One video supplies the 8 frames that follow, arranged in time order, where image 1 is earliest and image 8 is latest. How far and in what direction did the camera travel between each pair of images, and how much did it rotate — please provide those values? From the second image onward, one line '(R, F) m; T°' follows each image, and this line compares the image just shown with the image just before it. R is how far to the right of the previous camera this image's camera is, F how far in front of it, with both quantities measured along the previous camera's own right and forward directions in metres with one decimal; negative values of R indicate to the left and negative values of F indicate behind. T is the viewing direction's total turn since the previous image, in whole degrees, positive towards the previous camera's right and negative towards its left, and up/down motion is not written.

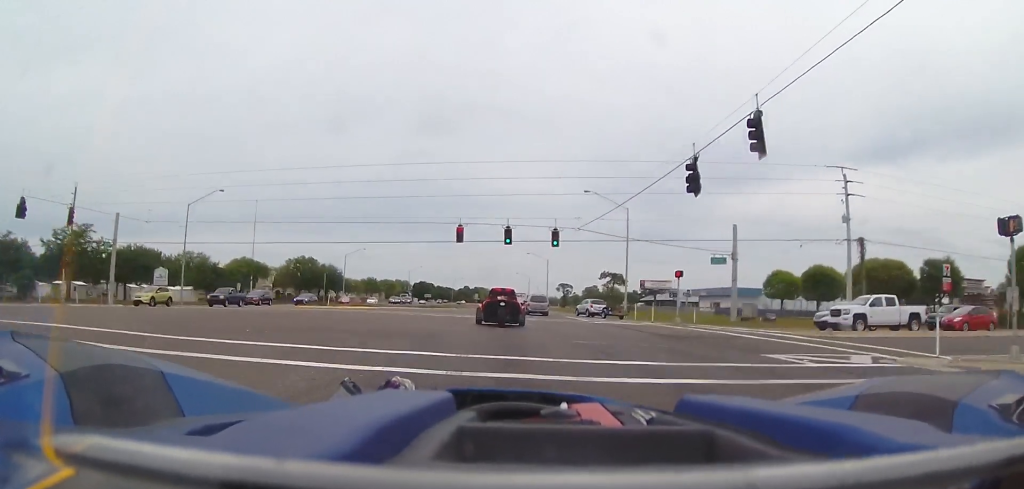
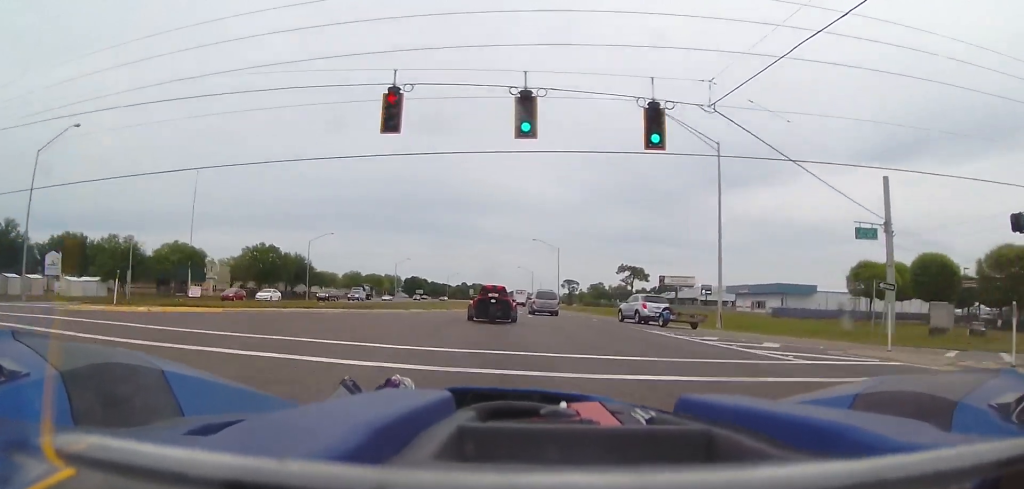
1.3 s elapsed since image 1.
(-0.1, +28.1) m; -1°
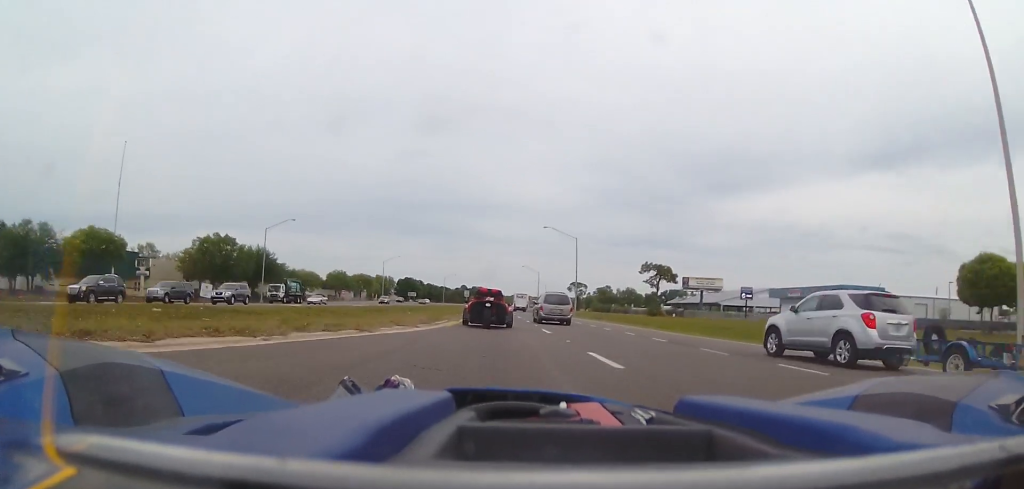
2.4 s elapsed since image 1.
(-0.2, +23.9) m; 0°
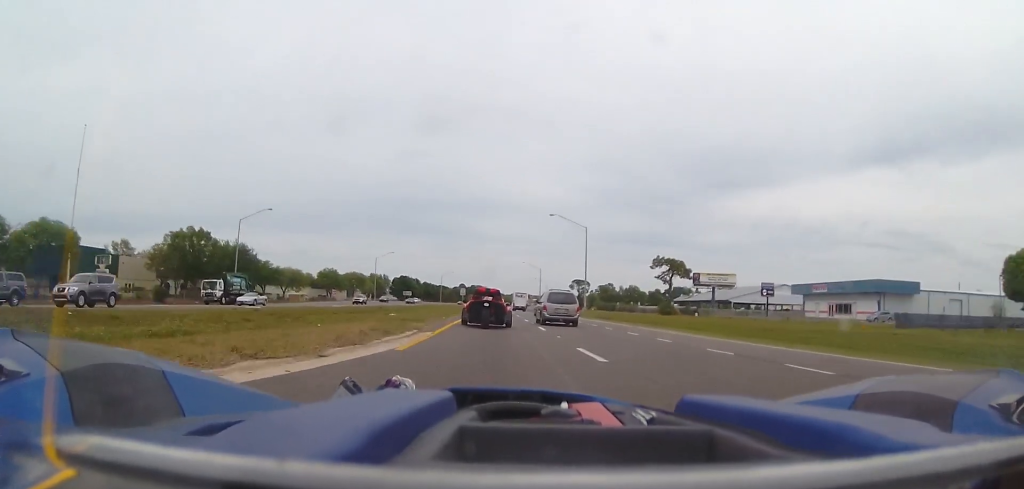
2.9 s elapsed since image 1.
(0.0, +10.3) m; 0°
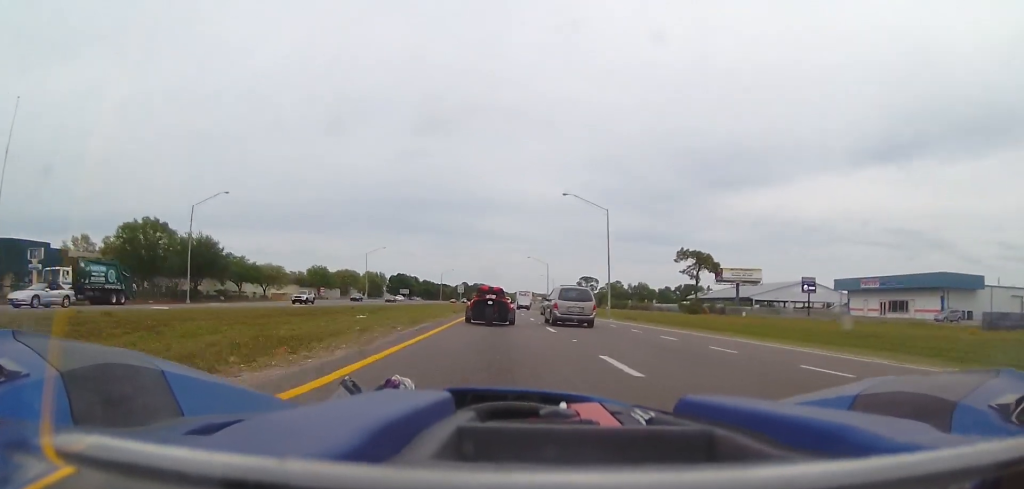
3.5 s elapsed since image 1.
(0.0, +14.9) m; 0°
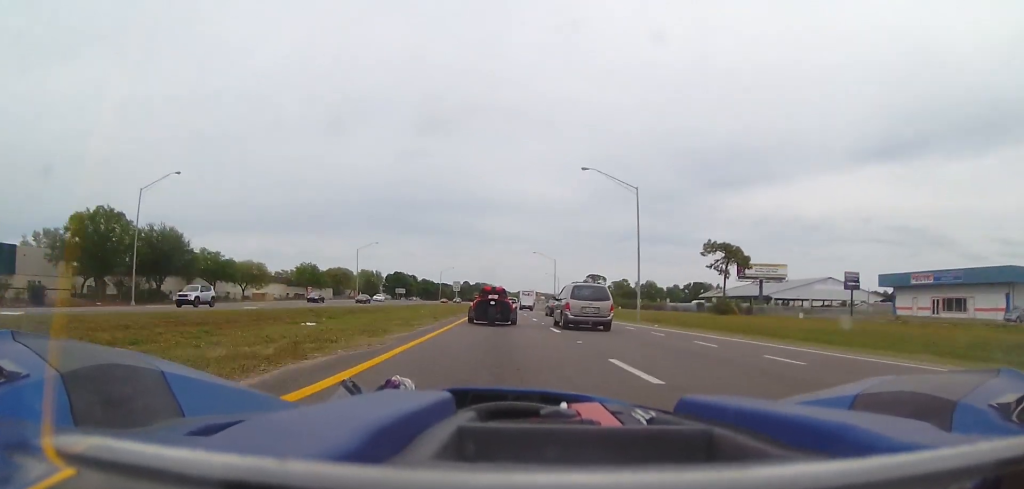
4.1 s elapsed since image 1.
(0.0, +13.1) m; 0°
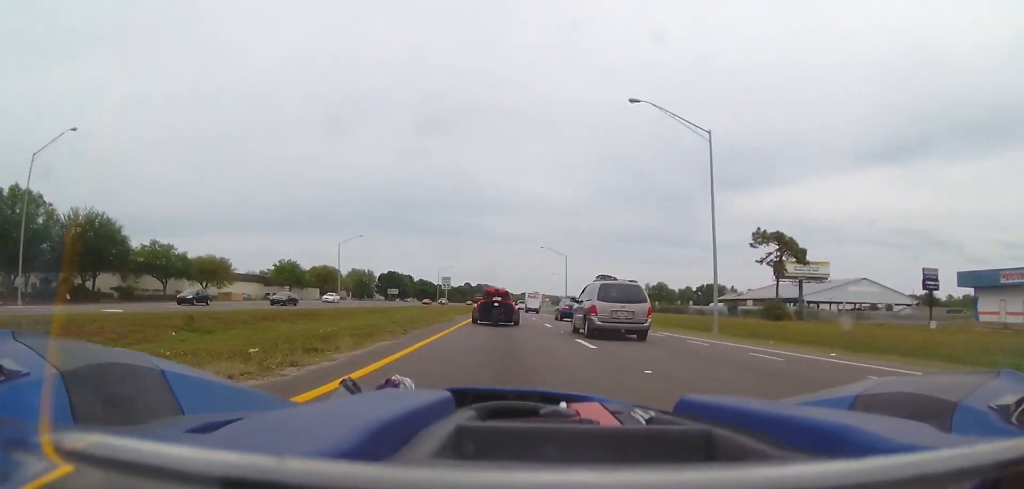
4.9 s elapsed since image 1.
(0.0, +18.7) m; 0°
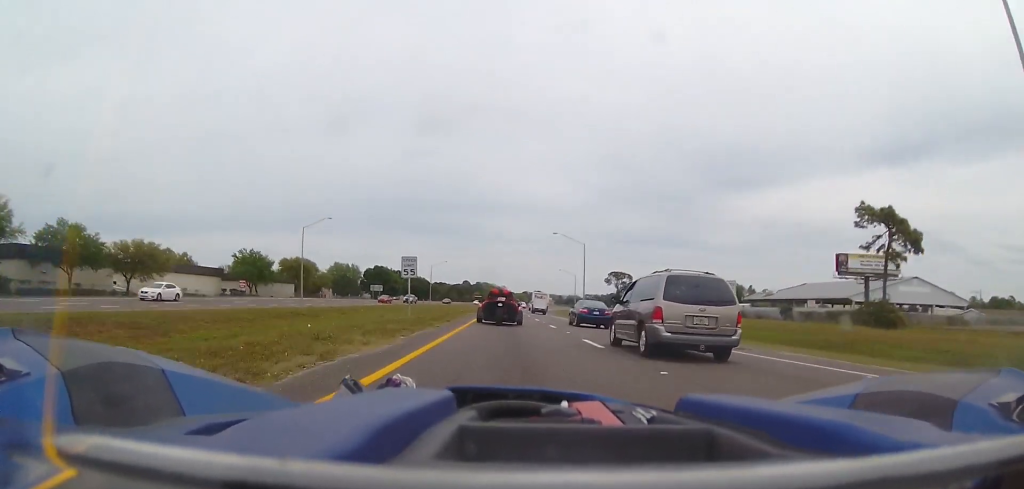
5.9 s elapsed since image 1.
(0.0, +24.6) m; 0°
